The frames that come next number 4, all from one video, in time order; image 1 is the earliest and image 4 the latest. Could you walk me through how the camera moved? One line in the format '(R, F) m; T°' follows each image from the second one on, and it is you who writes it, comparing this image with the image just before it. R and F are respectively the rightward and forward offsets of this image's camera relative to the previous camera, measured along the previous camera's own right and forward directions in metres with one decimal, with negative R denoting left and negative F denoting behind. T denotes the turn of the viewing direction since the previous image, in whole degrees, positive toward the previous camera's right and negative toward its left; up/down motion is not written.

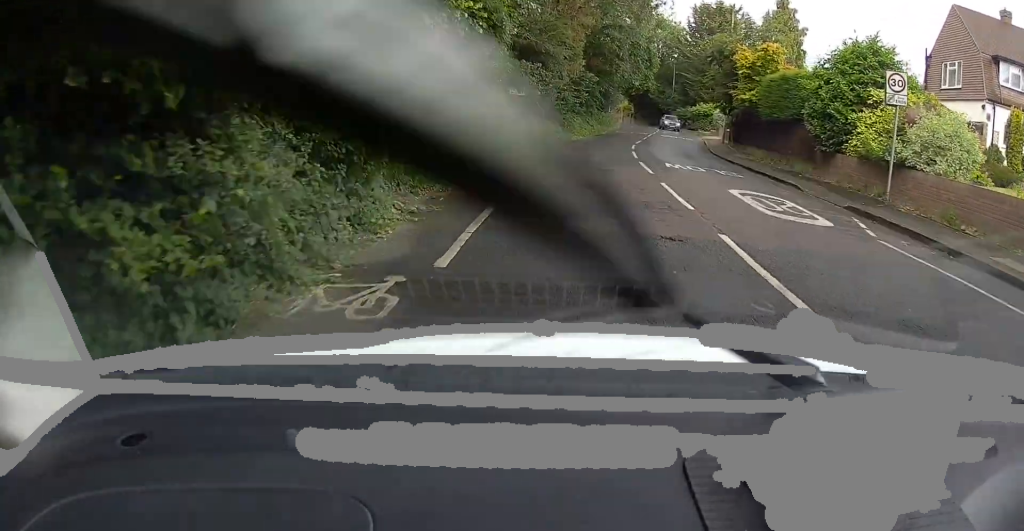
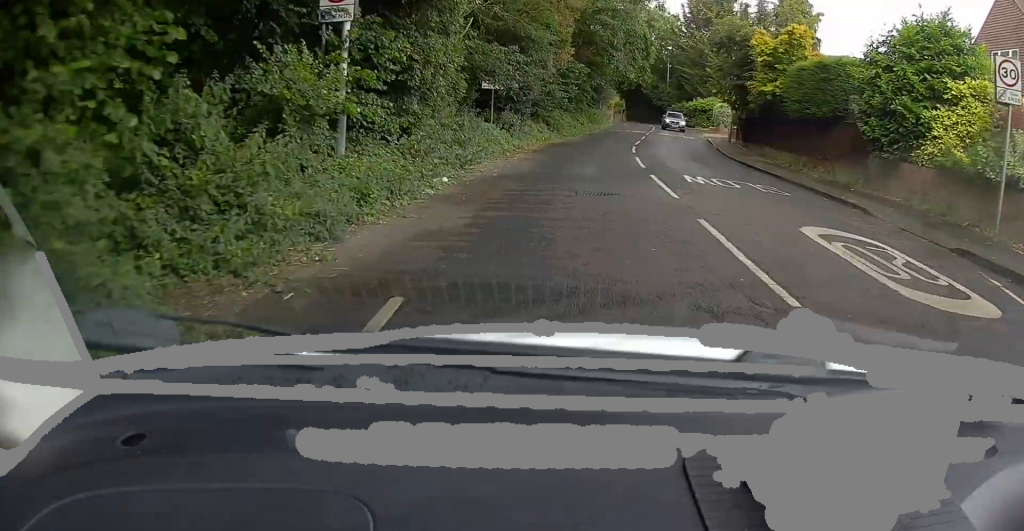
(+0.1, +5.2) m; -2°
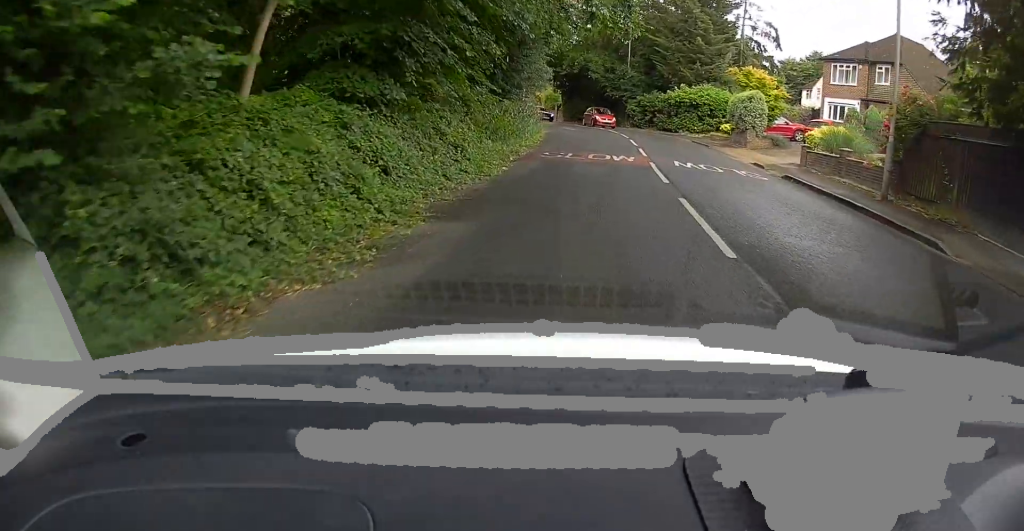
(+2.6, +28.2) m; +6°
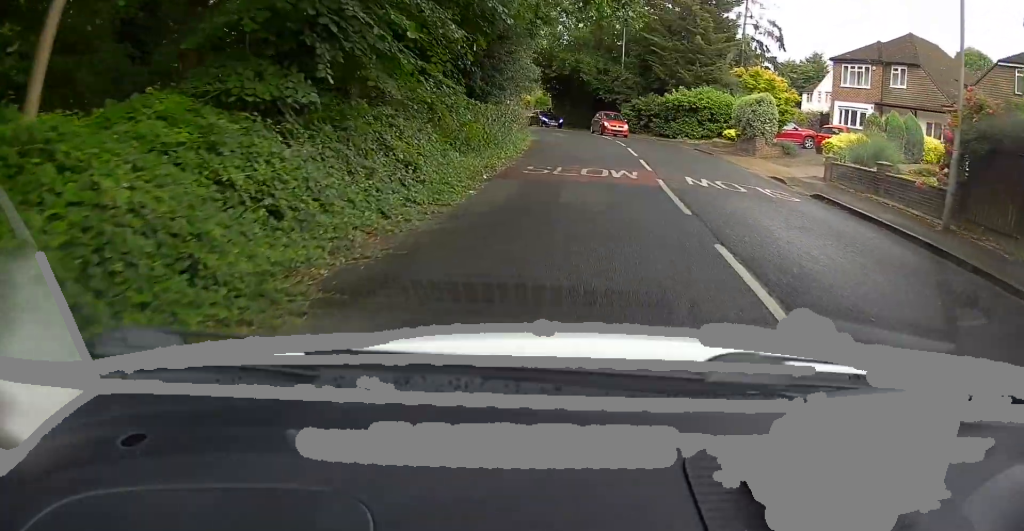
(0.0, +3.3) m; 0°
